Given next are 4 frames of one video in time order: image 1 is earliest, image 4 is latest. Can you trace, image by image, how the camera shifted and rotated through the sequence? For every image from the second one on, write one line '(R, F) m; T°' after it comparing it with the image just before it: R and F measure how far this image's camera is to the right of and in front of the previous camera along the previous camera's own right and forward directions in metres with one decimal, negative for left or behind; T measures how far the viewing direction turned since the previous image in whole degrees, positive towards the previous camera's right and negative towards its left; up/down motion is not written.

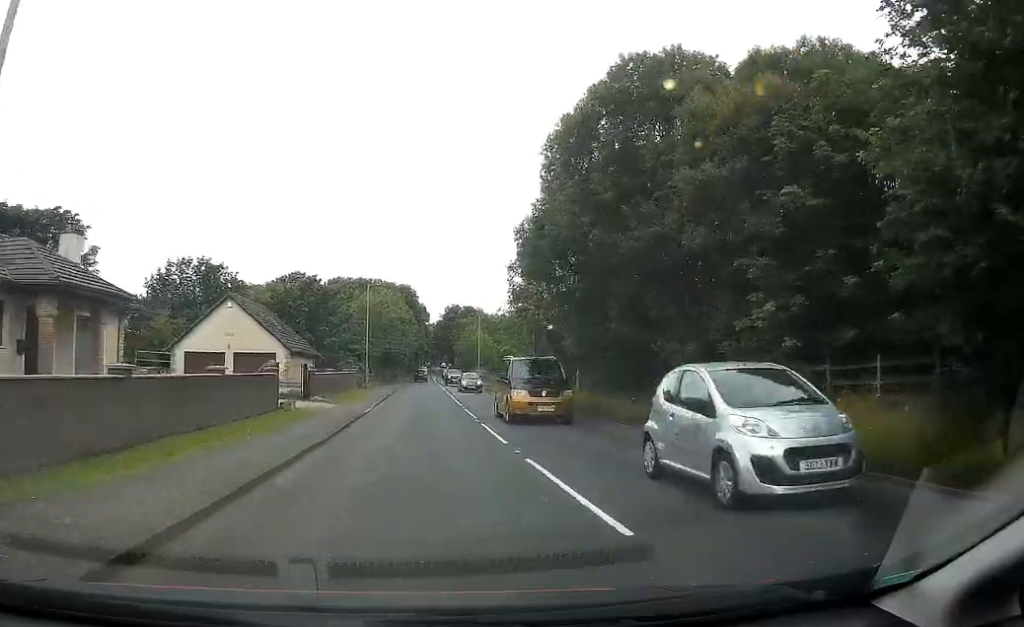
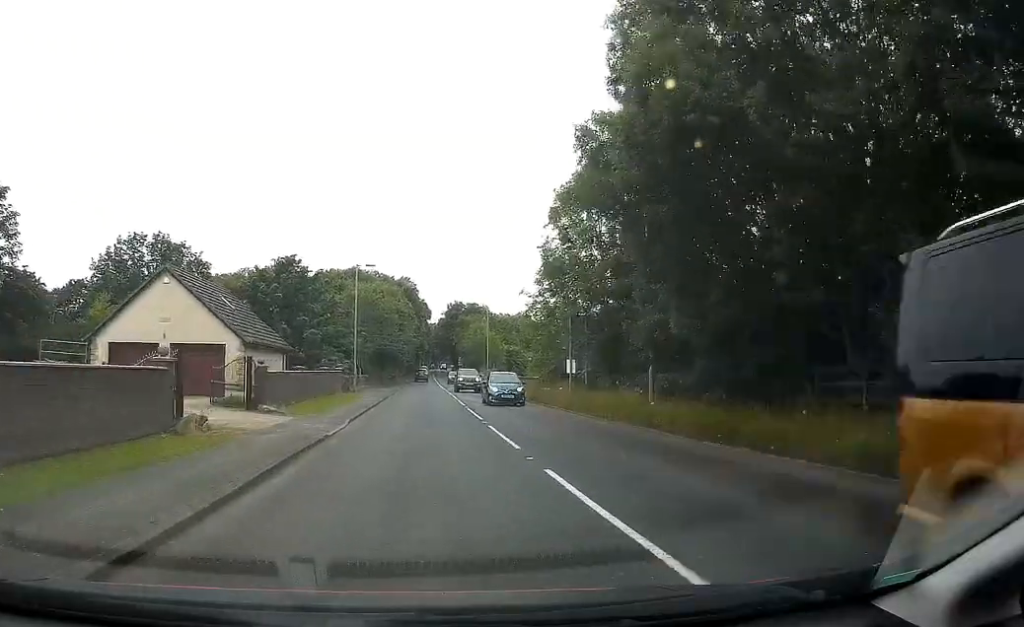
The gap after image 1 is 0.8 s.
(+0.2, +10.8) m; 0°
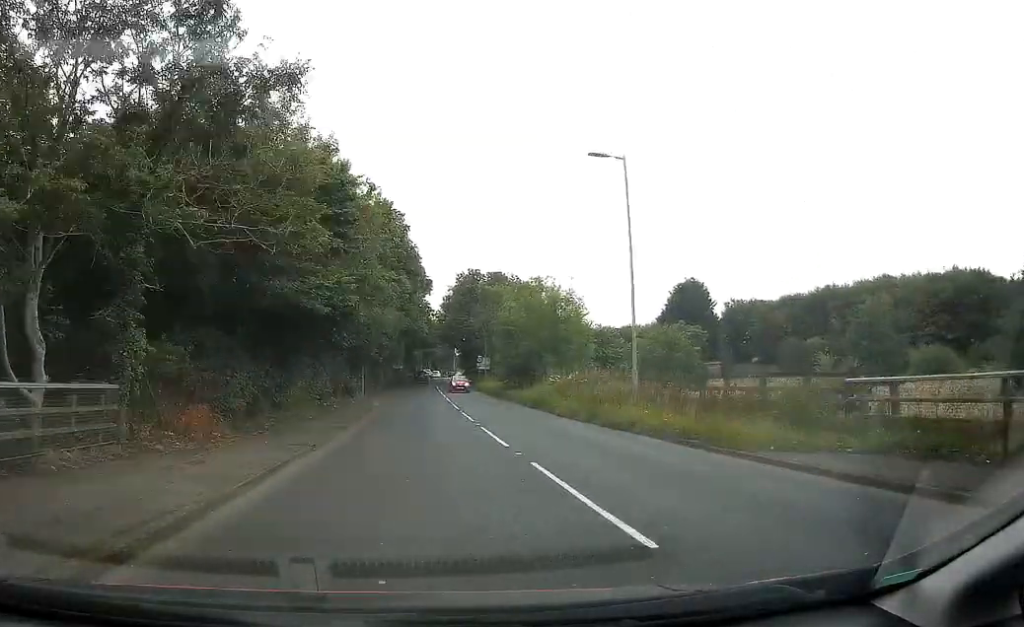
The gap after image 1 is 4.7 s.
(-1.1, +52.3) m; -3°
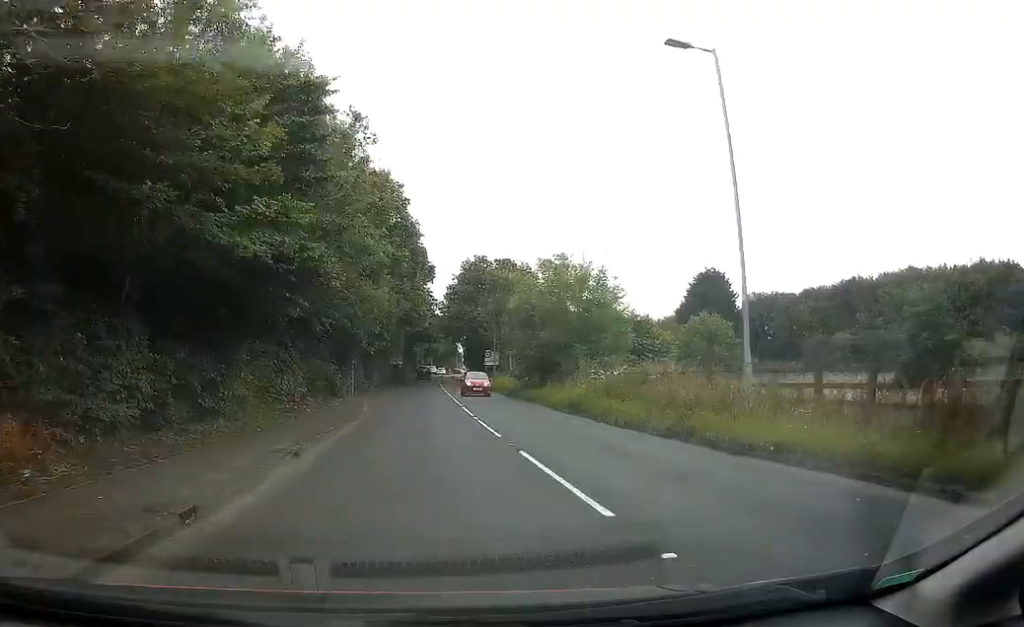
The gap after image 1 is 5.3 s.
(0.0, +7.8) m; 0°
